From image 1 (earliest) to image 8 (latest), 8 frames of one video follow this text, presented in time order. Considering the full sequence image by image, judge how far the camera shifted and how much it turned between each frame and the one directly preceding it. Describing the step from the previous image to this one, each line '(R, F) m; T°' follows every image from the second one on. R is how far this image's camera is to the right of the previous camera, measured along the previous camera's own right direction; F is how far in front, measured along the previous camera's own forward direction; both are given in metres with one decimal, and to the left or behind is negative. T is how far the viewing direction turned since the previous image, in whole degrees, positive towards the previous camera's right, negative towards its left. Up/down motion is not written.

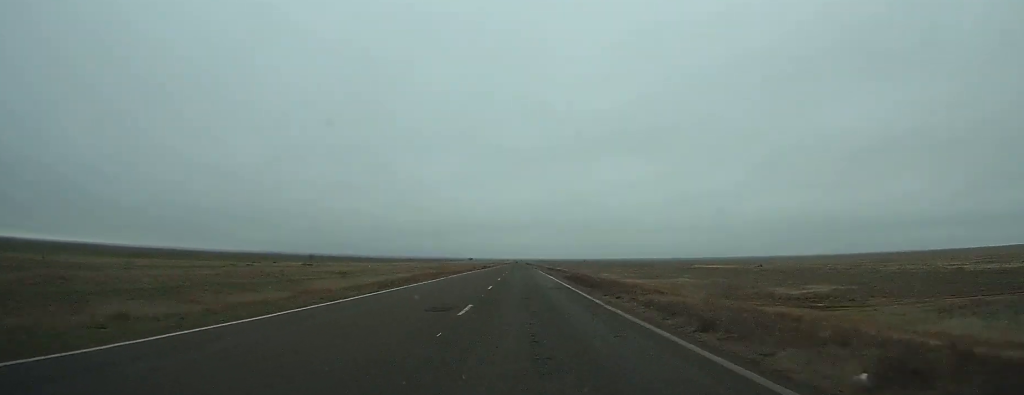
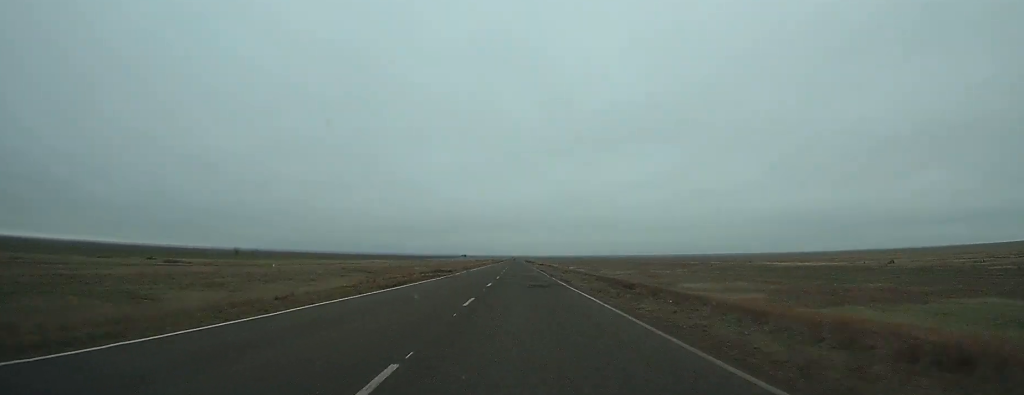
(+0.2, +68.3) m; 0°
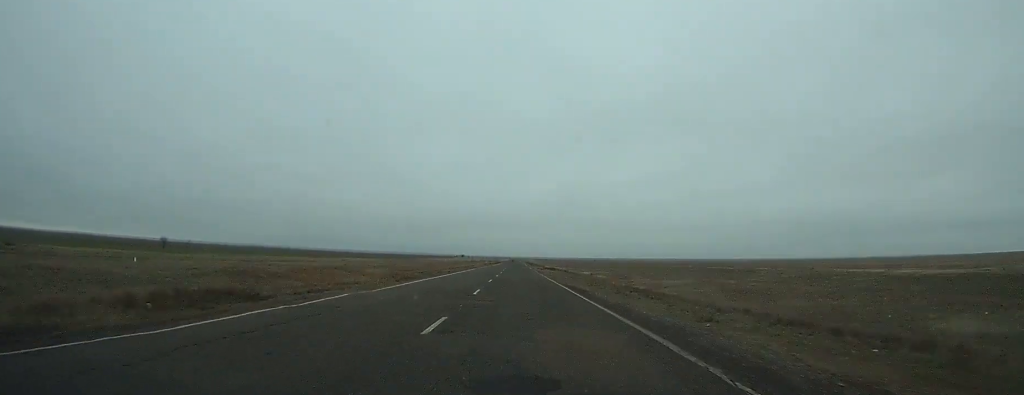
(+0.1, +41.1) m; 0°
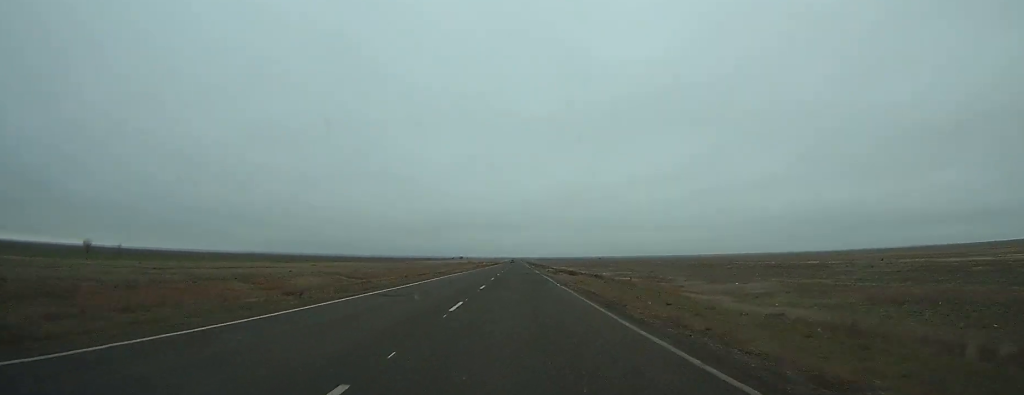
(0.0, +30.3) m; 0°
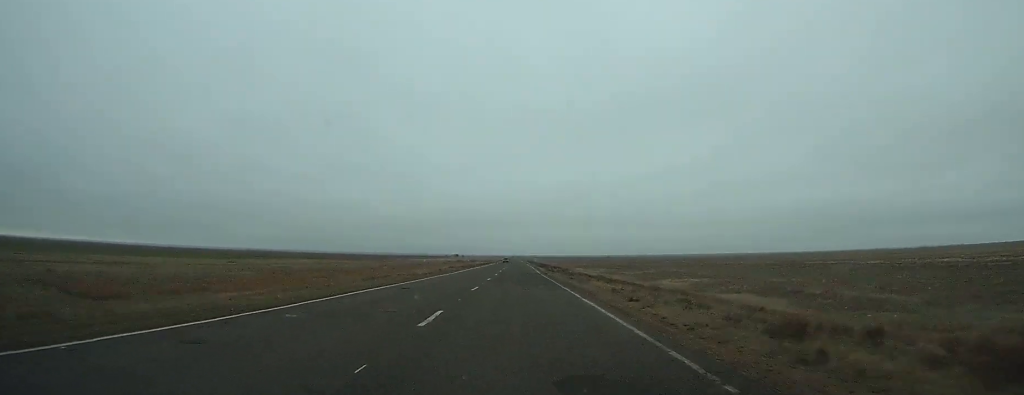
(0.0, +54.3) m; 0°
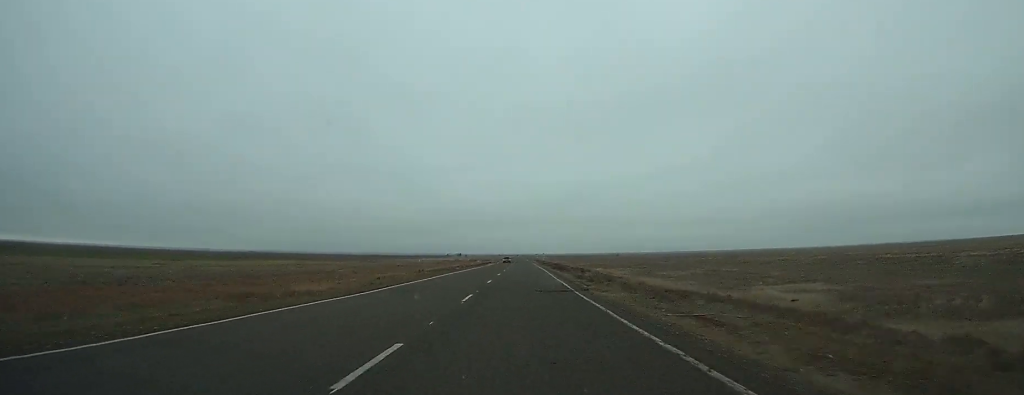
(0.0, +30.3) m; 0°
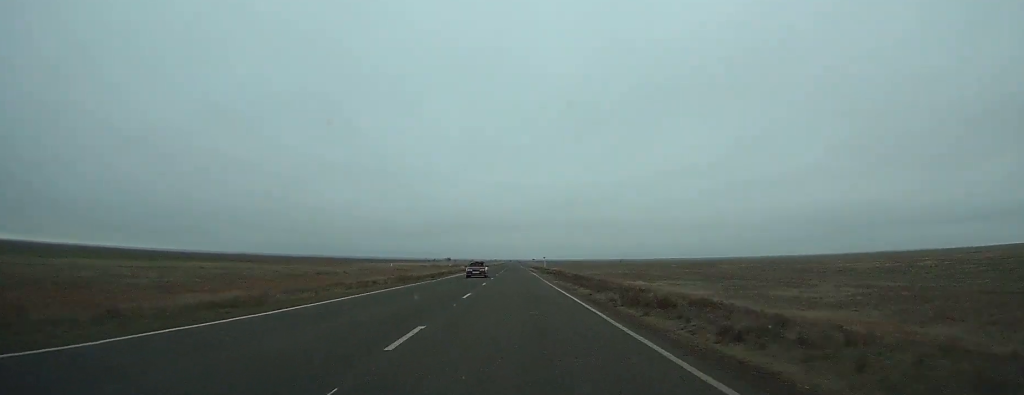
(-0.1, +45.8) m; 0°
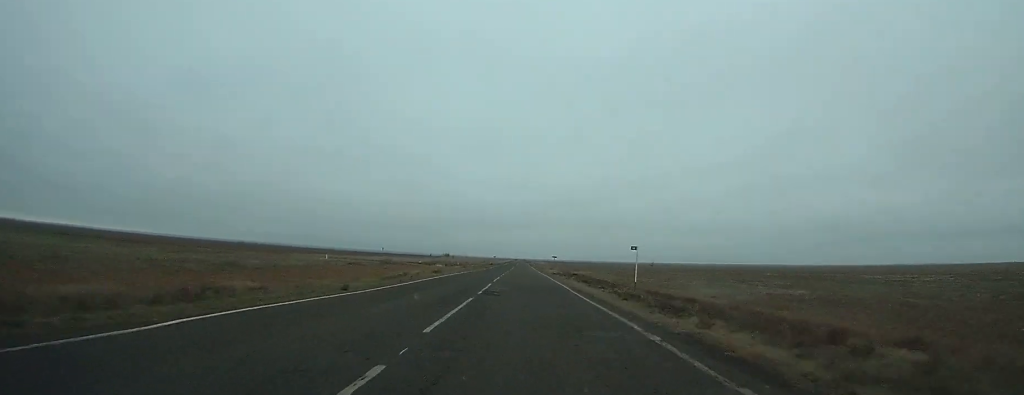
(-0.1, +80.0) m; 0°
